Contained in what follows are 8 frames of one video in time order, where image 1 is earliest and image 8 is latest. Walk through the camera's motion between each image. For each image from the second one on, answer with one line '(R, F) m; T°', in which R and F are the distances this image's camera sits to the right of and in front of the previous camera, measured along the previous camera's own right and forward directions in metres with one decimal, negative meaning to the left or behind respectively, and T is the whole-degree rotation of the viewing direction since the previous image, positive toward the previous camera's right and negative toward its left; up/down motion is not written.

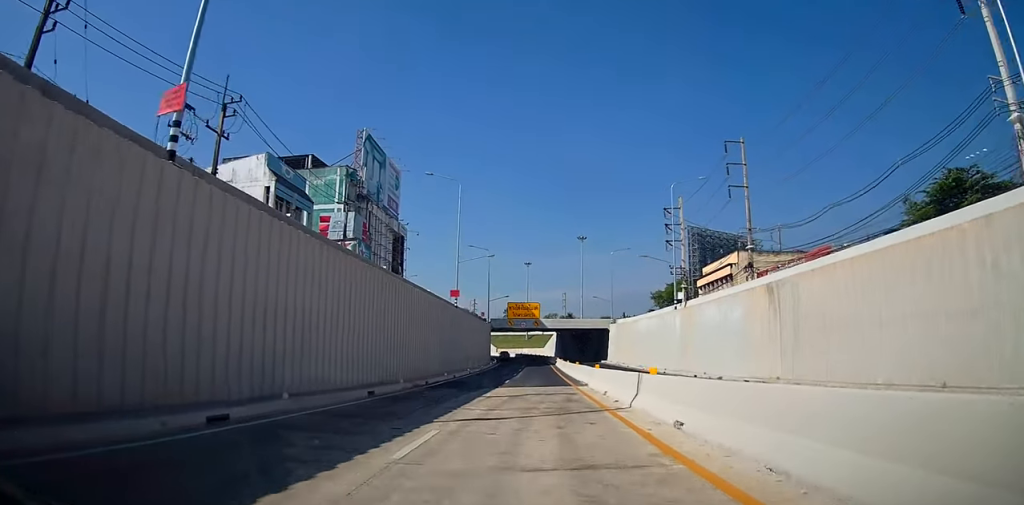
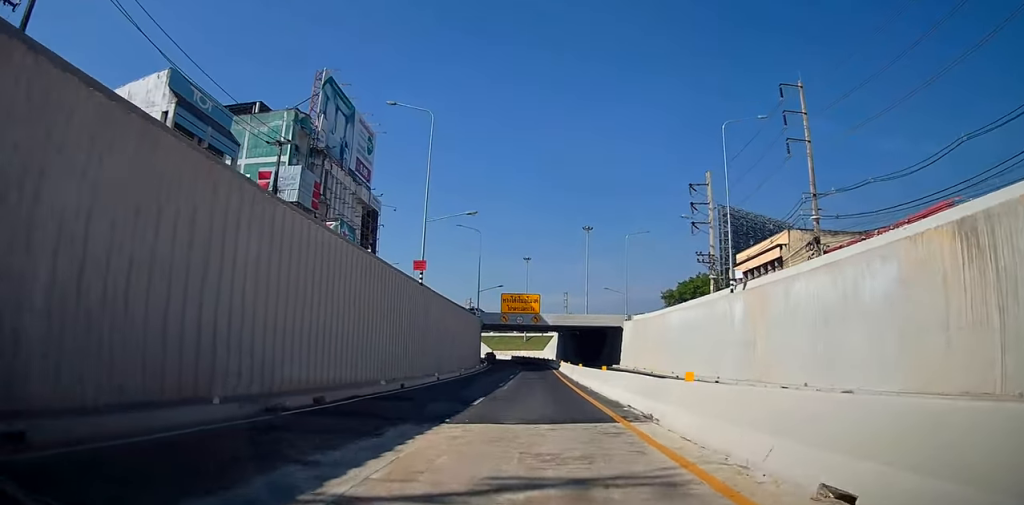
(-0.1, +14.9) m; 0°
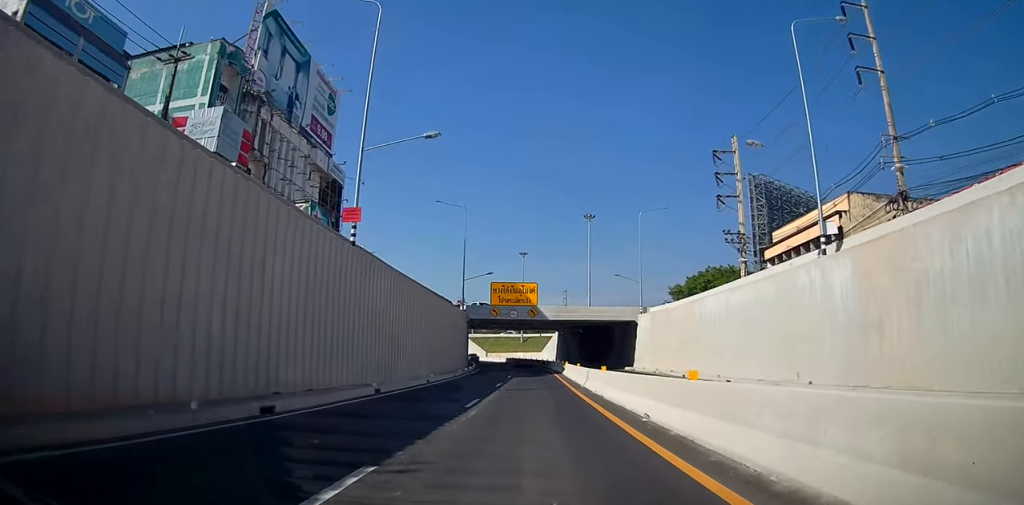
(0.0, +12.5) m; 0°
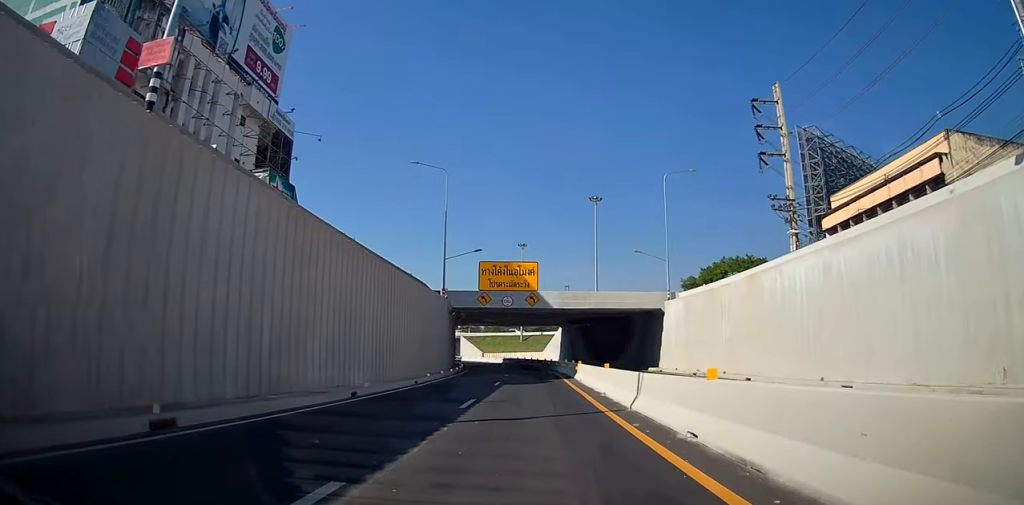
(0.0, +12.9) m; 0°
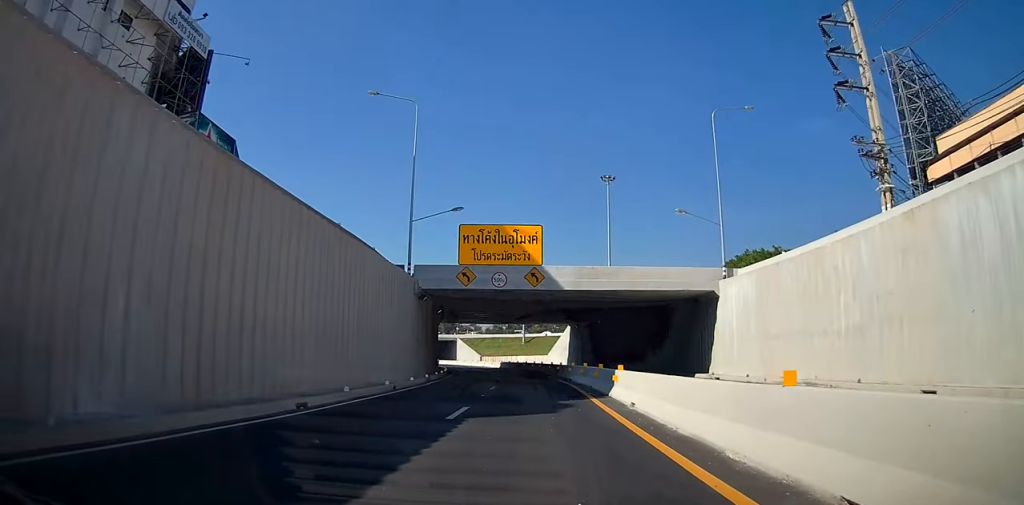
(+0.1, +14.7) m; 0°
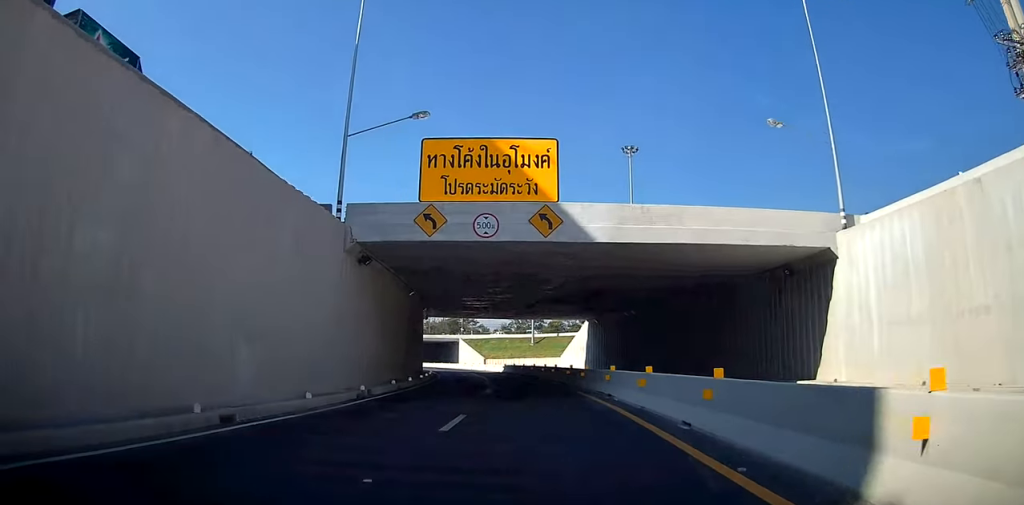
(0.0, +14.5) m; 0°
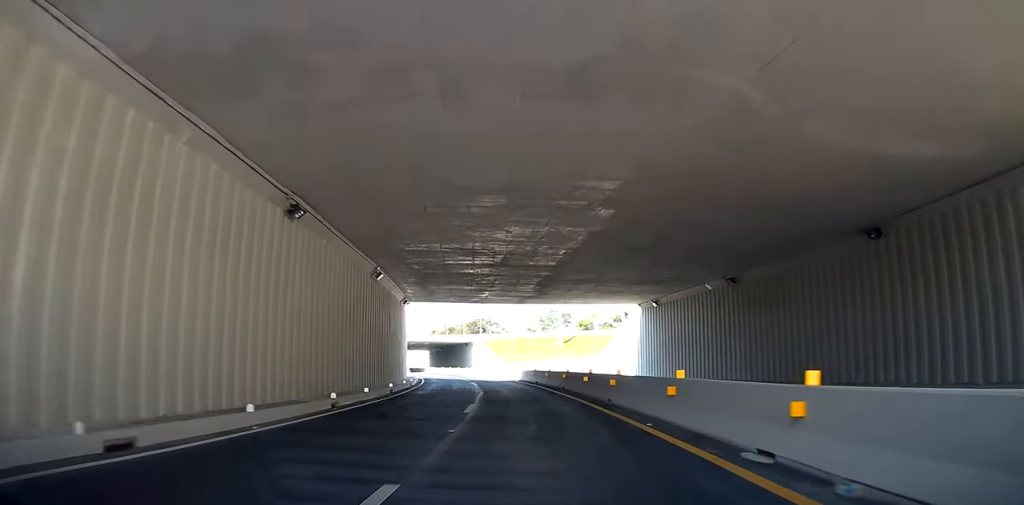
(+0.2, +20.7) m; 0°
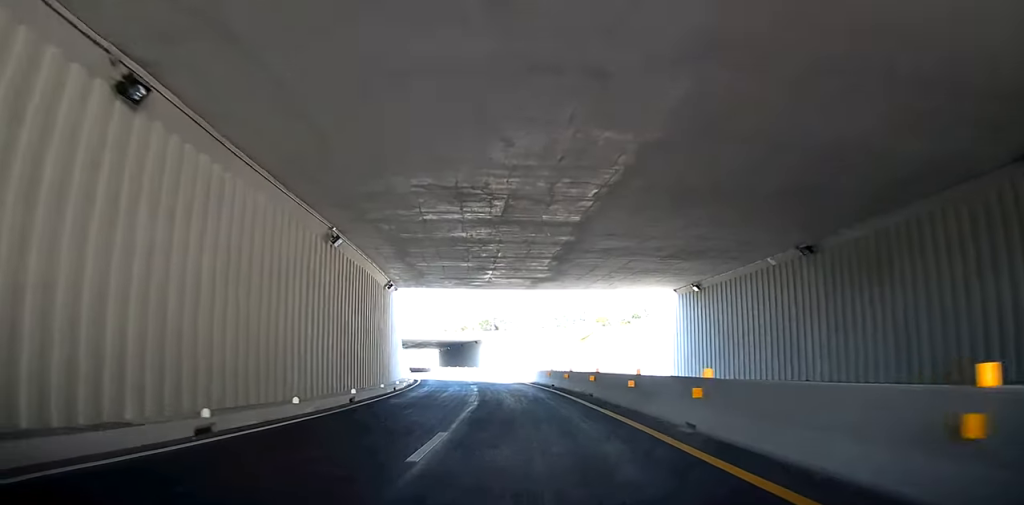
(0.0, +8.4) m; 0°
